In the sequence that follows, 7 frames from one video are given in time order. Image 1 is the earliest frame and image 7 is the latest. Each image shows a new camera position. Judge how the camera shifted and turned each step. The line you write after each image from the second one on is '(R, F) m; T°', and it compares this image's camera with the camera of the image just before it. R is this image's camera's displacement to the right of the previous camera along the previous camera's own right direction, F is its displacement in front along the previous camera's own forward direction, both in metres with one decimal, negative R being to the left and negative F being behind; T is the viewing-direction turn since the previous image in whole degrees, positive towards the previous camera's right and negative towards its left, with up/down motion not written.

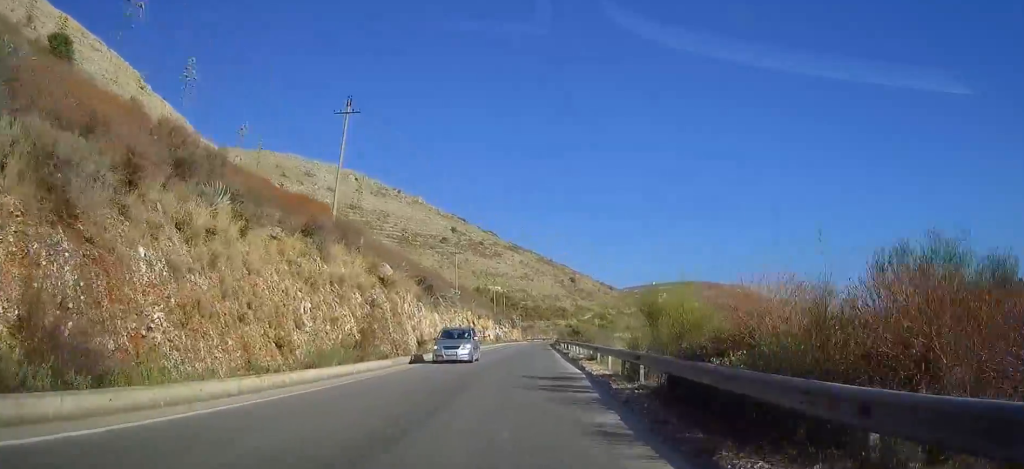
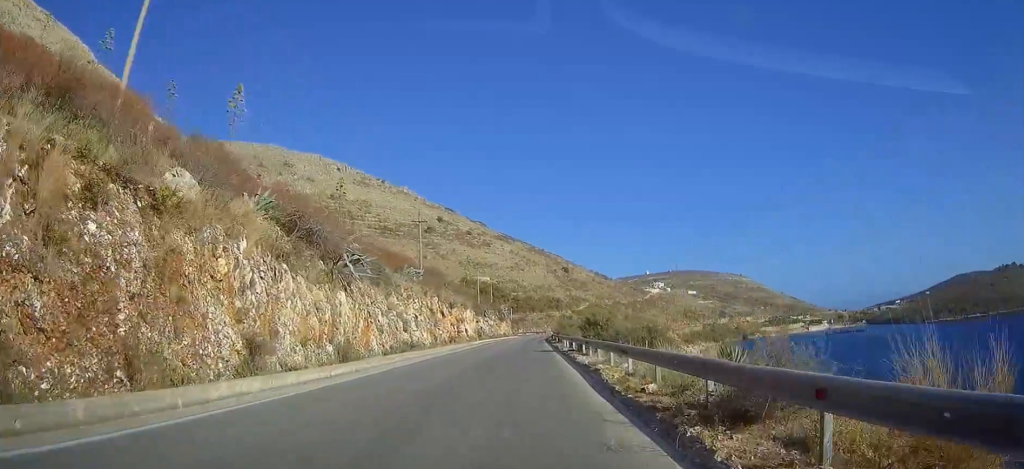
(+0.8, +23.0) m; +2°
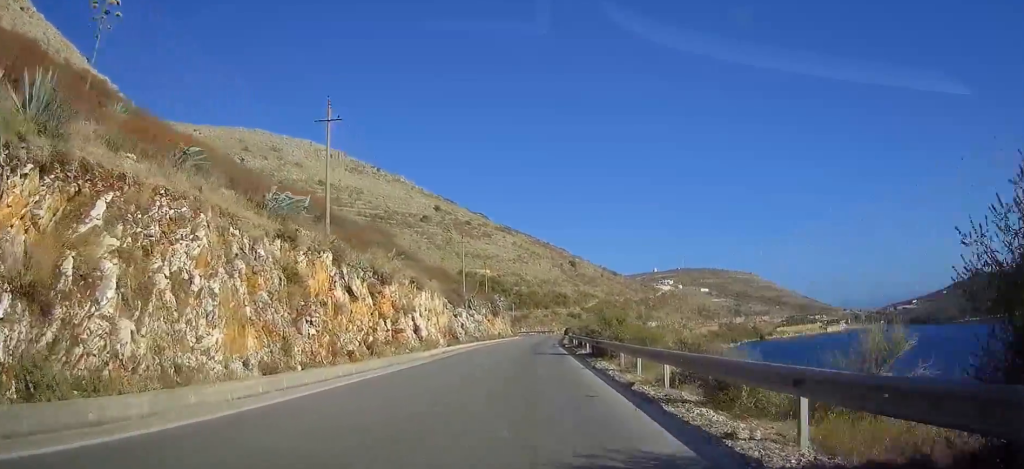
(0.0, +34.9) m; 0°
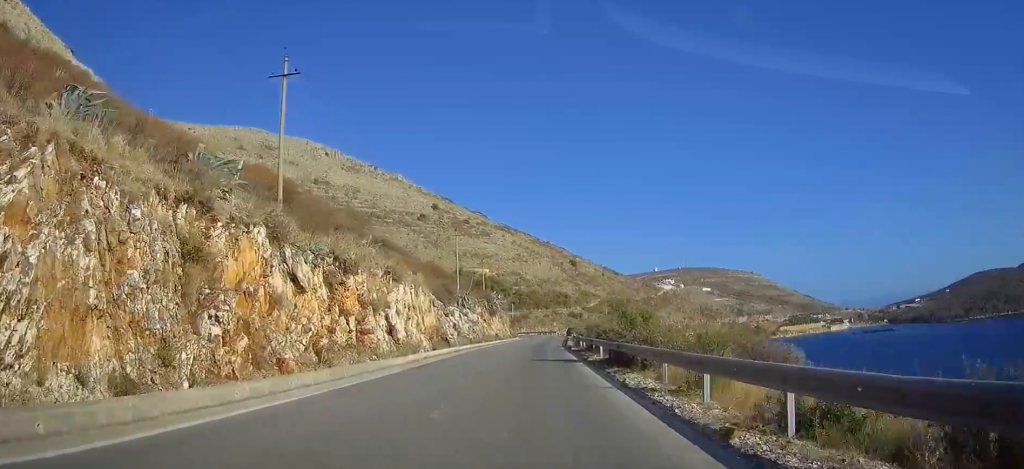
(0.0, +7.4) m; 0°
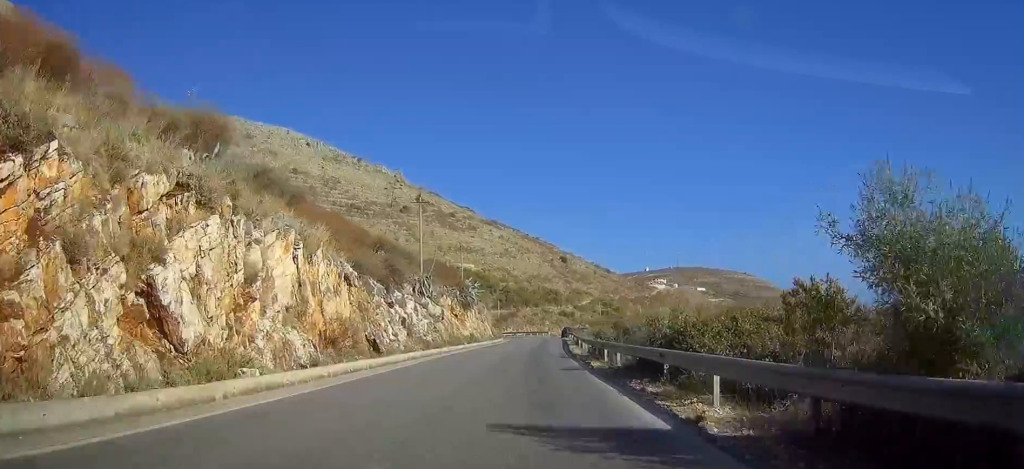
(0.0, +20.9) m; +1°
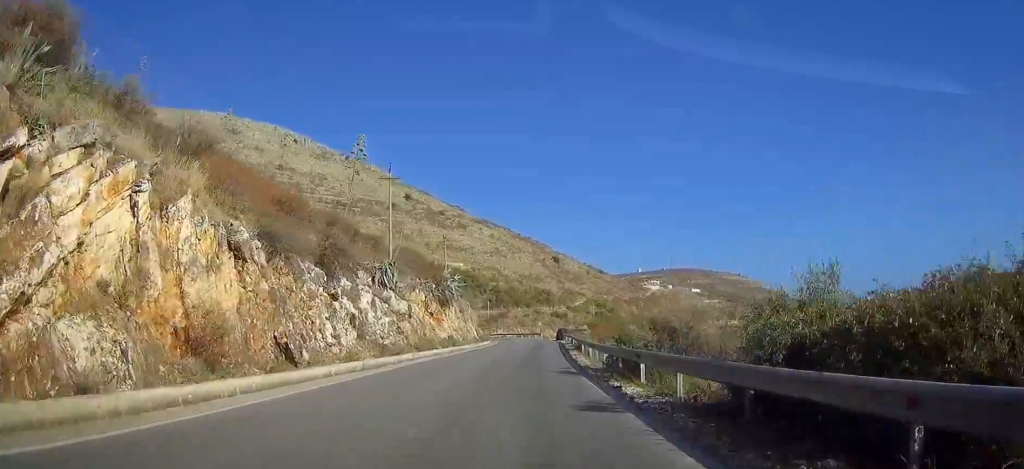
(-0.1, +10.5) m; +1°
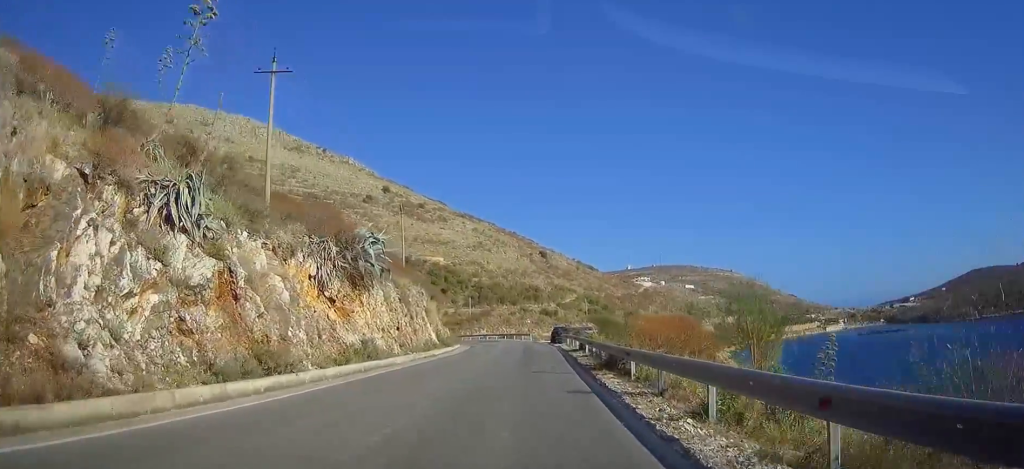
(+0.6, +23.3) m; +2°
